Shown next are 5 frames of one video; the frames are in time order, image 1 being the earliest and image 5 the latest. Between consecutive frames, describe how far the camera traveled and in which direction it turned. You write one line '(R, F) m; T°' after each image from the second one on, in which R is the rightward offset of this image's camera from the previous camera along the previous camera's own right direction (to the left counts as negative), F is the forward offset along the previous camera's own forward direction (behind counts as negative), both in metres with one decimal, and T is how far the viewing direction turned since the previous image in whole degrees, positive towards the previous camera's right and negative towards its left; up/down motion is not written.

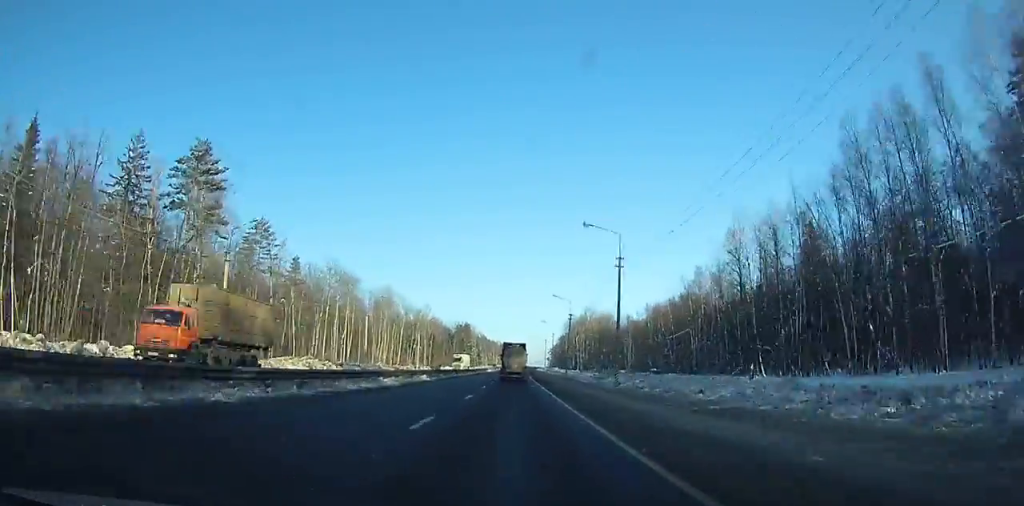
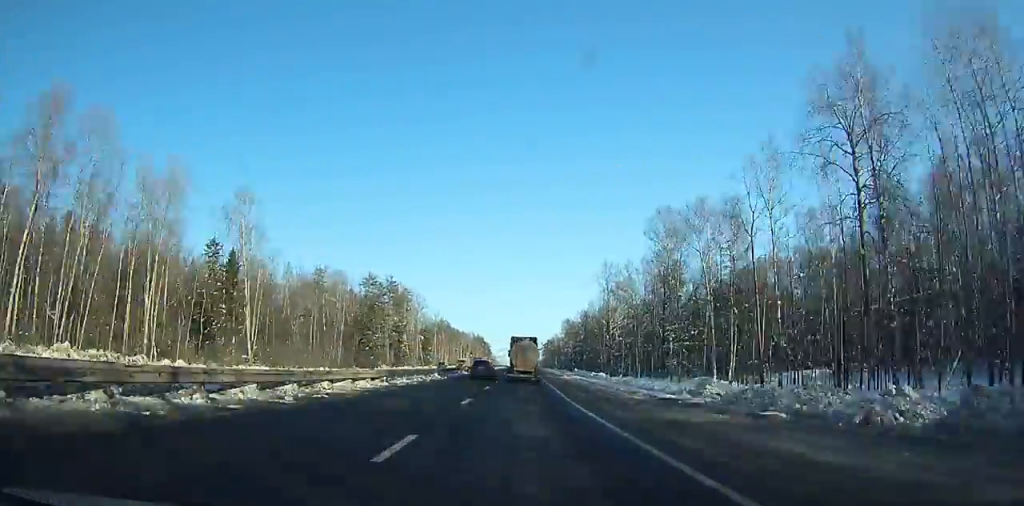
(+5.3, +170.5) m; +3°
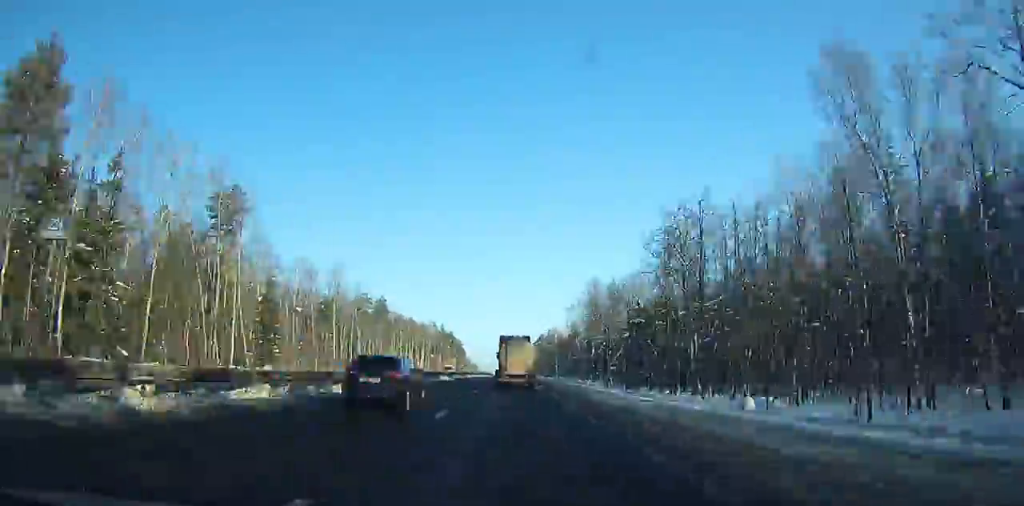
(+1.0, +127.6) m; +1°
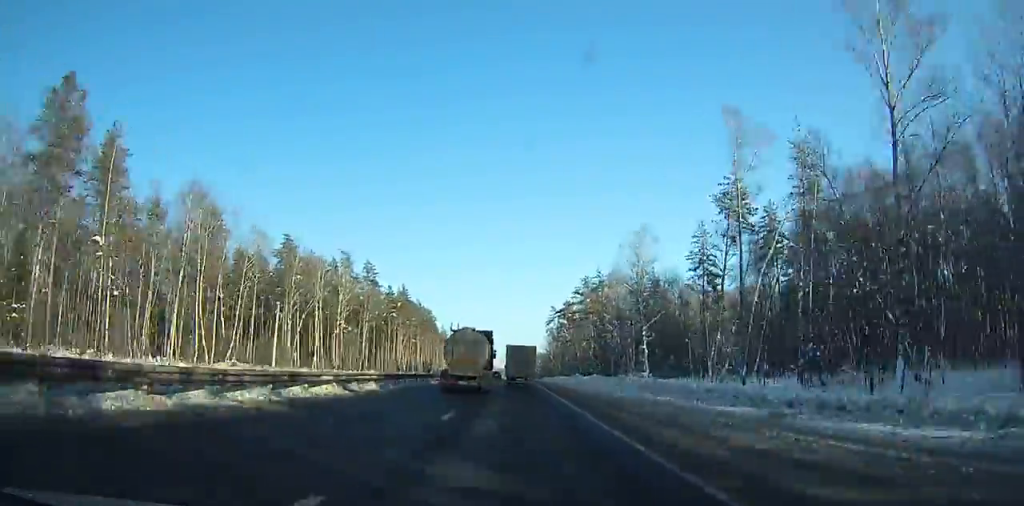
(+6.6, +154.5) m; 0°
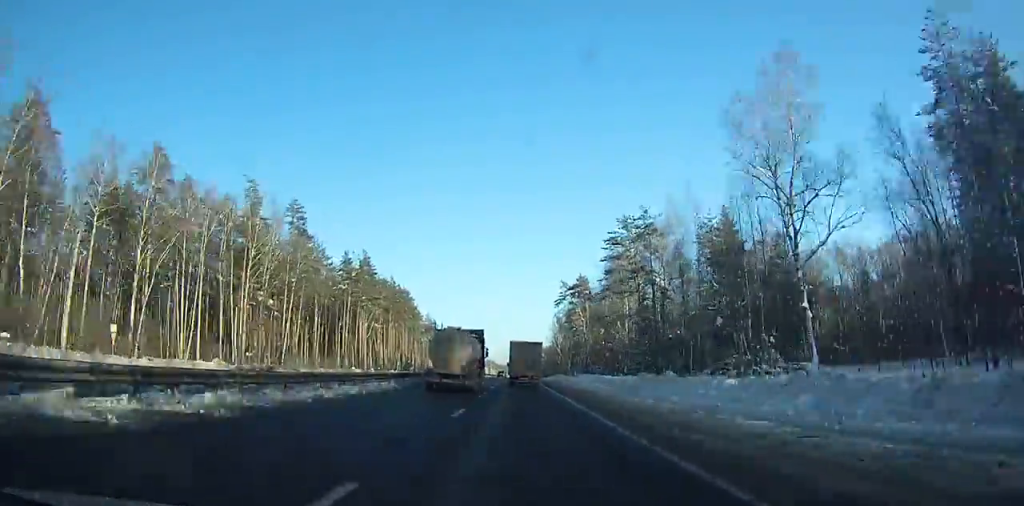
(-4.1, +45.7) m; -3°
